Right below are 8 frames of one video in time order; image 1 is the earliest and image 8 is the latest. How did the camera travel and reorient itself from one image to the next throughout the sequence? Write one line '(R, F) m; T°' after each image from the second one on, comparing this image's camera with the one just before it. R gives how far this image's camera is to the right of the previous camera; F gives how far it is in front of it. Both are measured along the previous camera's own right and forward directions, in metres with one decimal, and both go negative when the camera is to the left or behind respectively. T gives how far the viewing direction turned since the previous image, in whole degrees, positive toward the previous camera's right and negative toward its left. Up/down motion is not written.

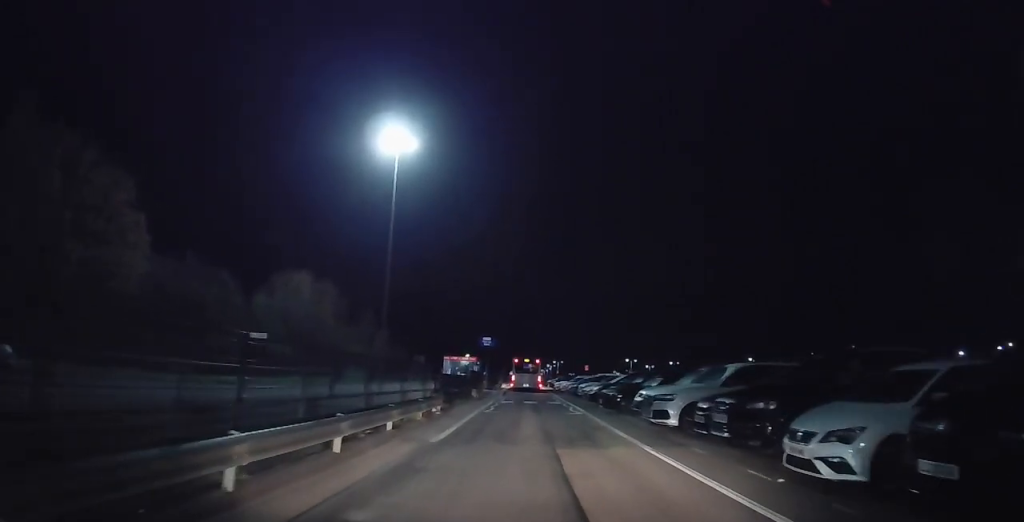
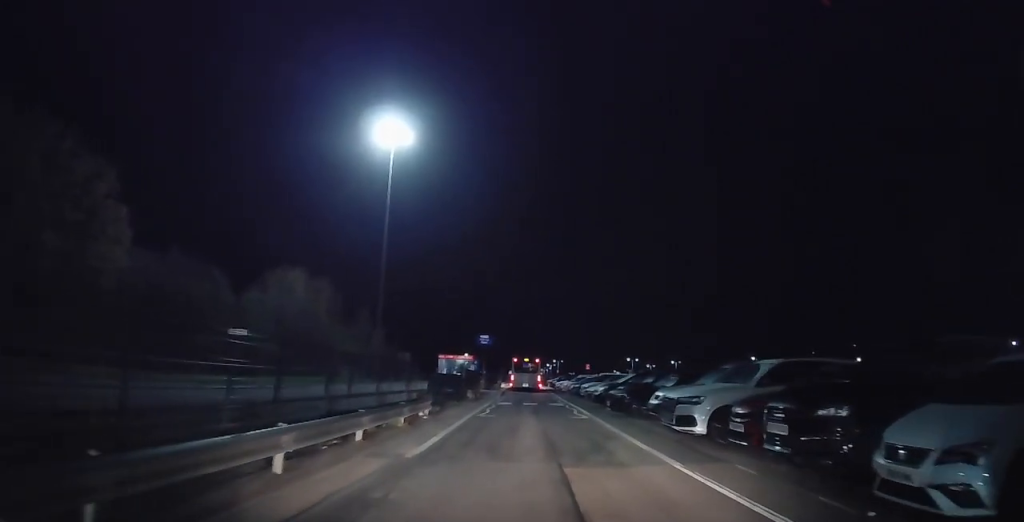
(-0.1, +2.0) m; 0°
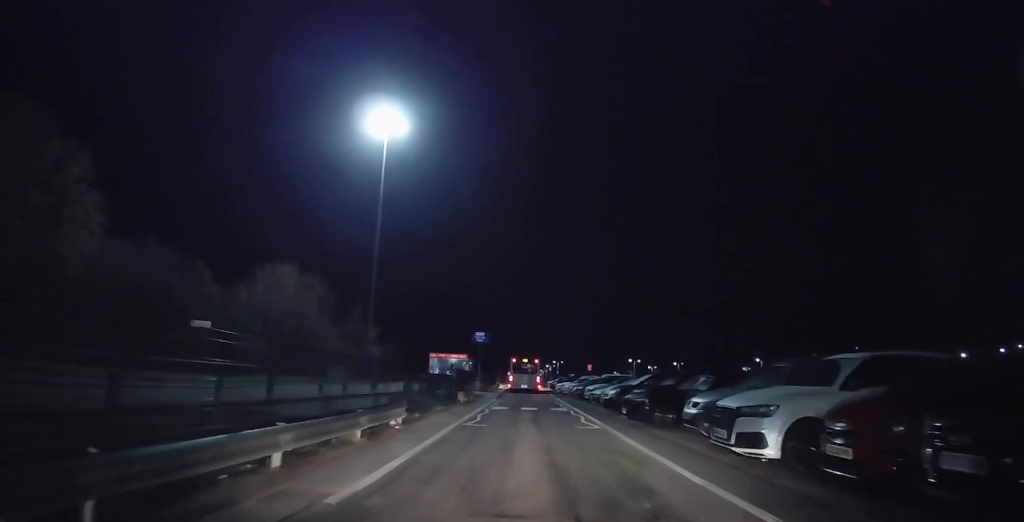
(+0.1, +3.1) m; 0°
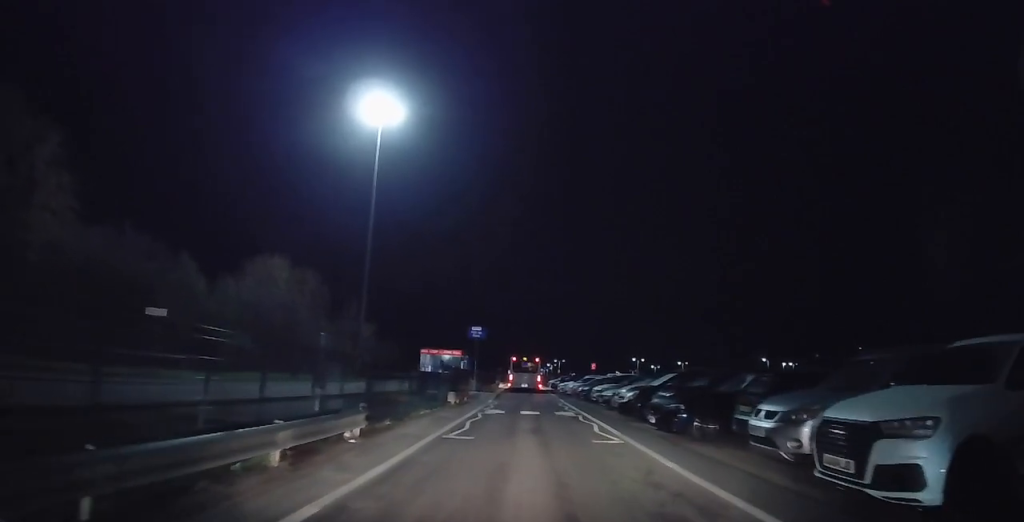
(0.0, +3.2) m; -1°
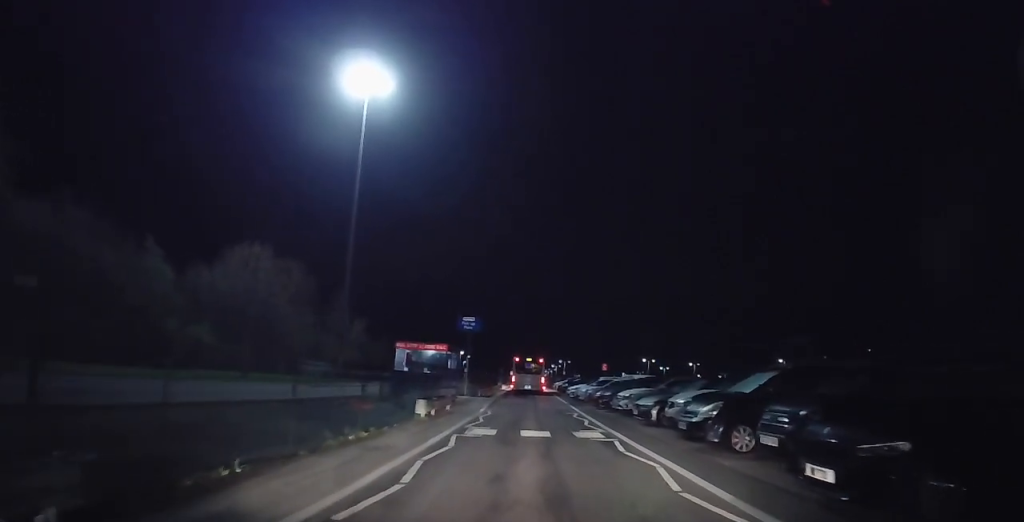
(-0.2, +6.9) m; +2°
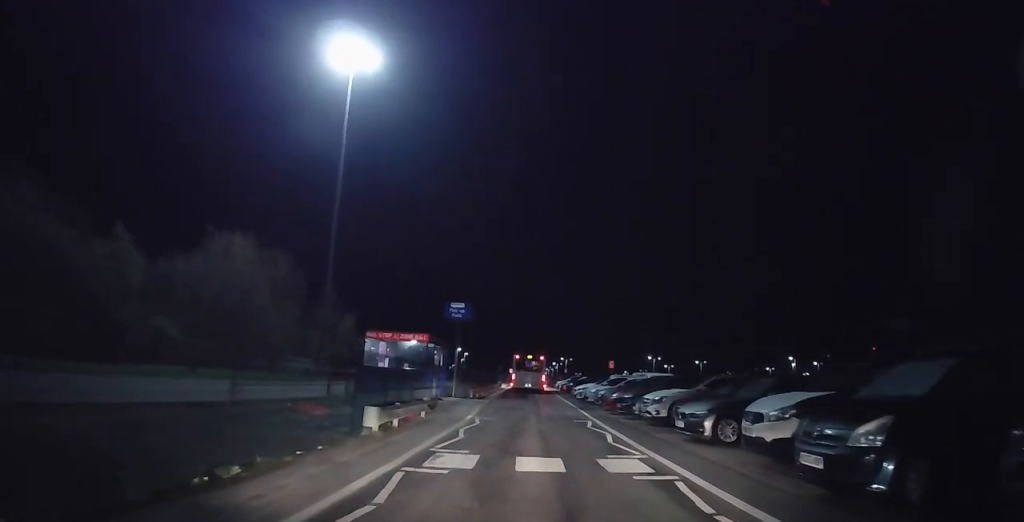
(+0.2, +5.0) m; 0°
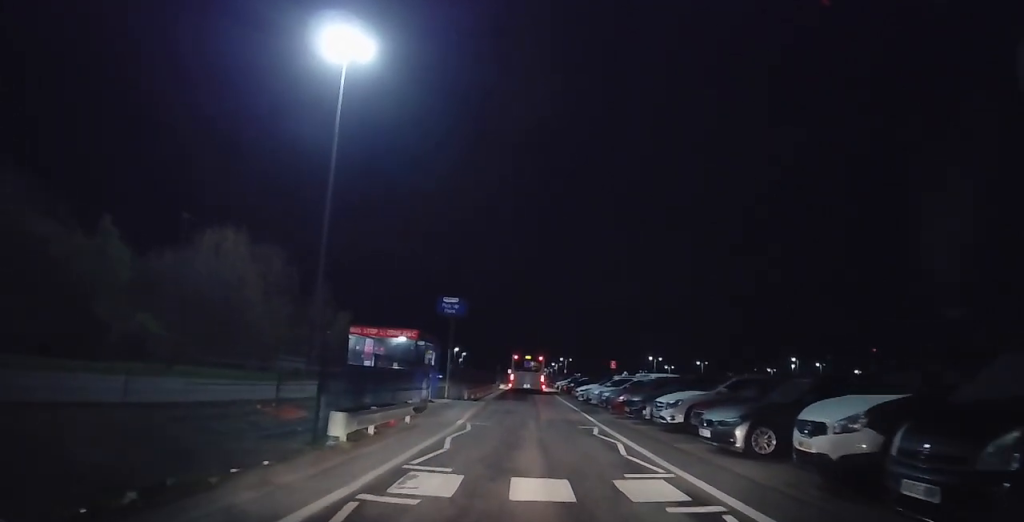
(-0.1, +1.8) m; 0°
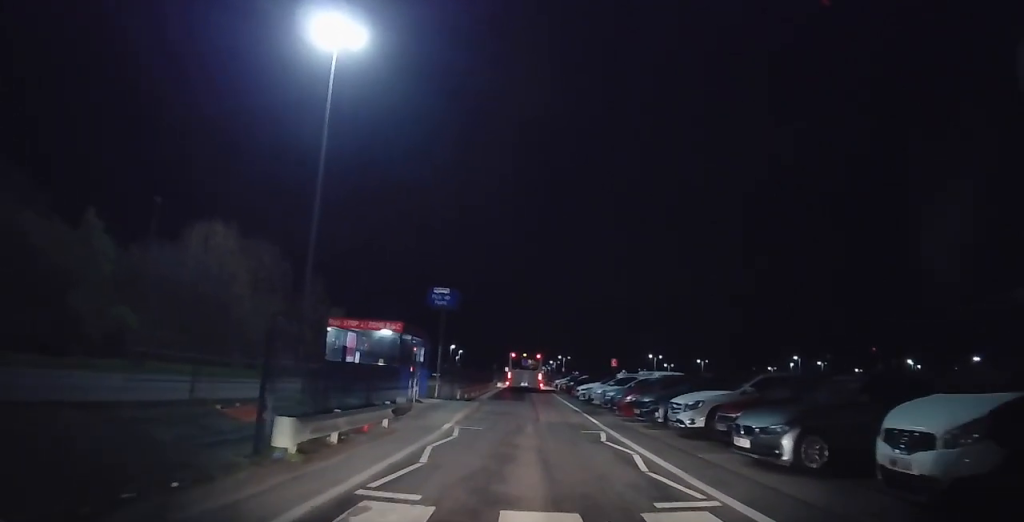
(0.0, +2.0) m; +1°
